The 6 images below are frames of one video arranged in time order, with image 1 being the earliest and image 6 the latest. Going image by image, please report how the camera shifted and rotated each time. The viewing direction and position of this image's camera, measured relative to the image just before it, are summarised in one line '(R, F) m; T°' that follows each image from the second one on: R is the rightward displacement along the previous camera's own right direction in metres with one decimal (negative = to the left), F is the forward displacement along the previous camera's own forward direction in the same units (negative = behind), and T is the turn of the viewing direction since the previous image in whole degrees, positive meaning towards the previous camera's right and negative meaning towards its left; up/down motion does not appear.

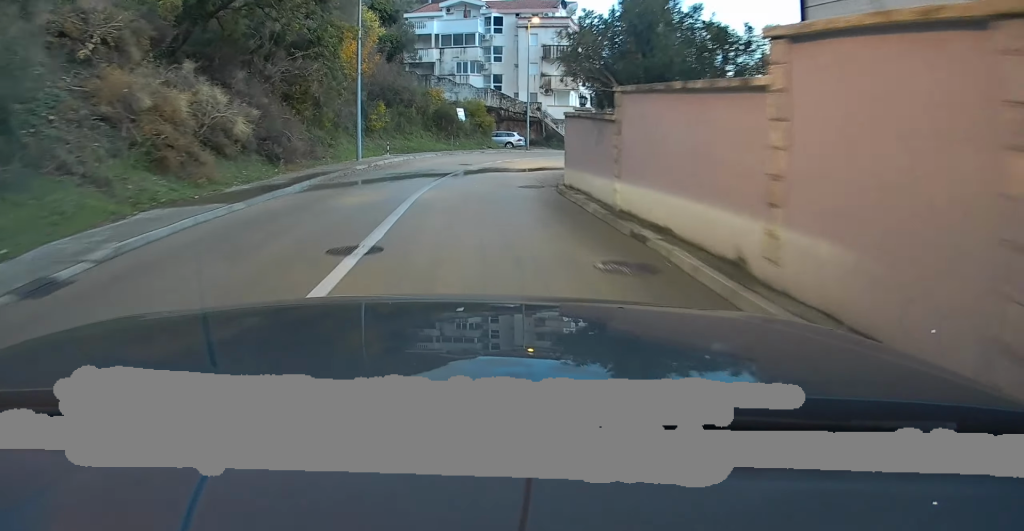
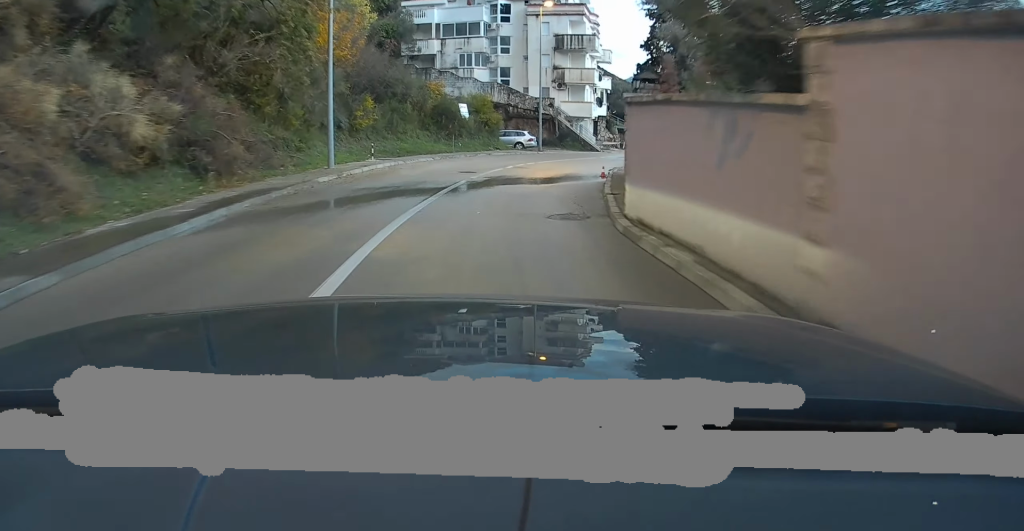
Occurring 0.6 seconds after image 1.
(0.0, +6.4) m; -1°
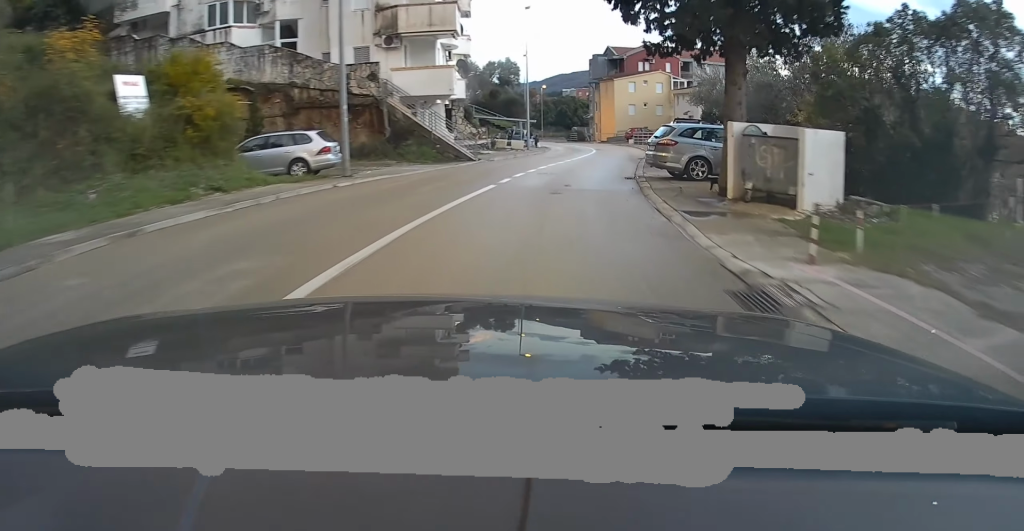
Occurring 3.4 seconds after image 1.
(+2.9, +27.1) m; +12°
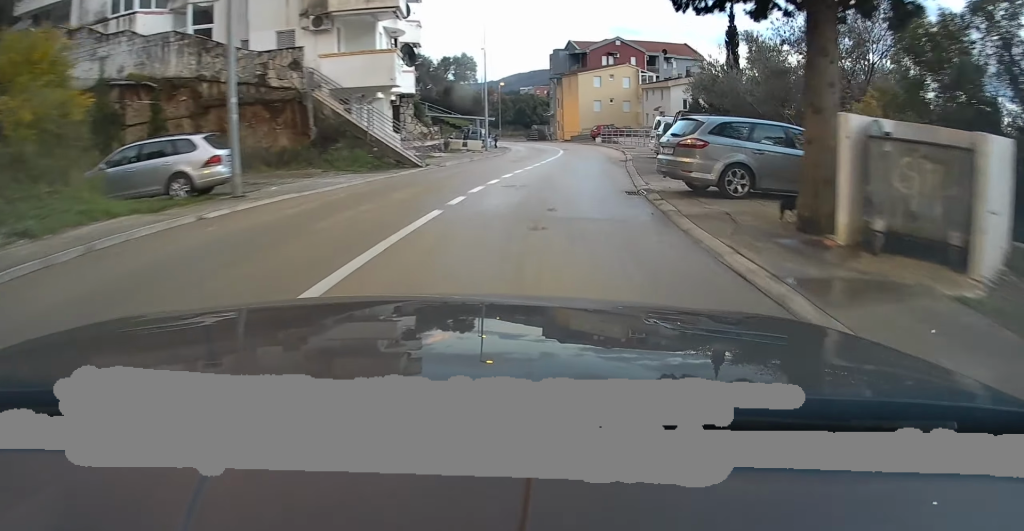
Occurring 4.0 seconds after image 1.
(+0.2, +5.5) m; +3°
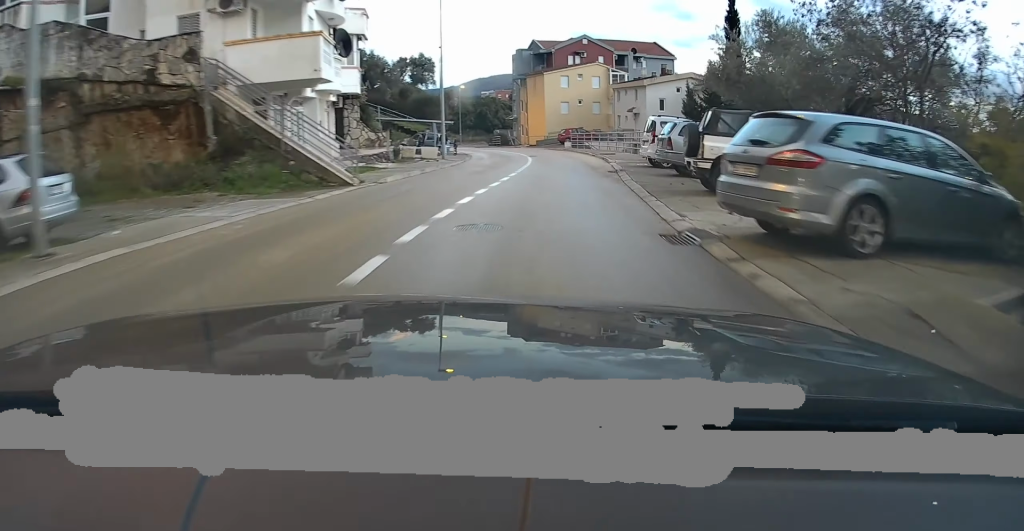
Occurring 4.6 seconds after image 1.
(0.0, +5.5) m; +4°
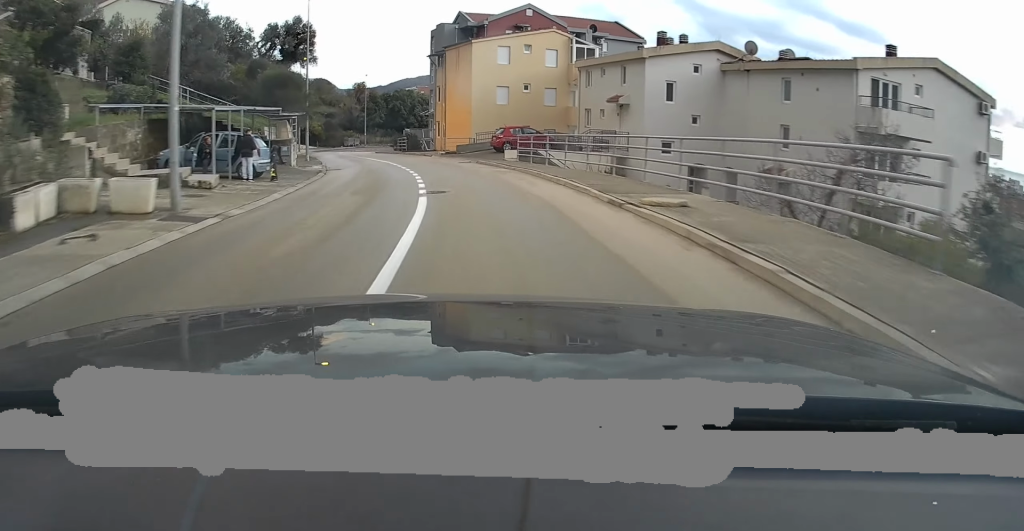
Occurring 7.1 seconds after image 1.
(+3.0, +24.3) m; +8°
